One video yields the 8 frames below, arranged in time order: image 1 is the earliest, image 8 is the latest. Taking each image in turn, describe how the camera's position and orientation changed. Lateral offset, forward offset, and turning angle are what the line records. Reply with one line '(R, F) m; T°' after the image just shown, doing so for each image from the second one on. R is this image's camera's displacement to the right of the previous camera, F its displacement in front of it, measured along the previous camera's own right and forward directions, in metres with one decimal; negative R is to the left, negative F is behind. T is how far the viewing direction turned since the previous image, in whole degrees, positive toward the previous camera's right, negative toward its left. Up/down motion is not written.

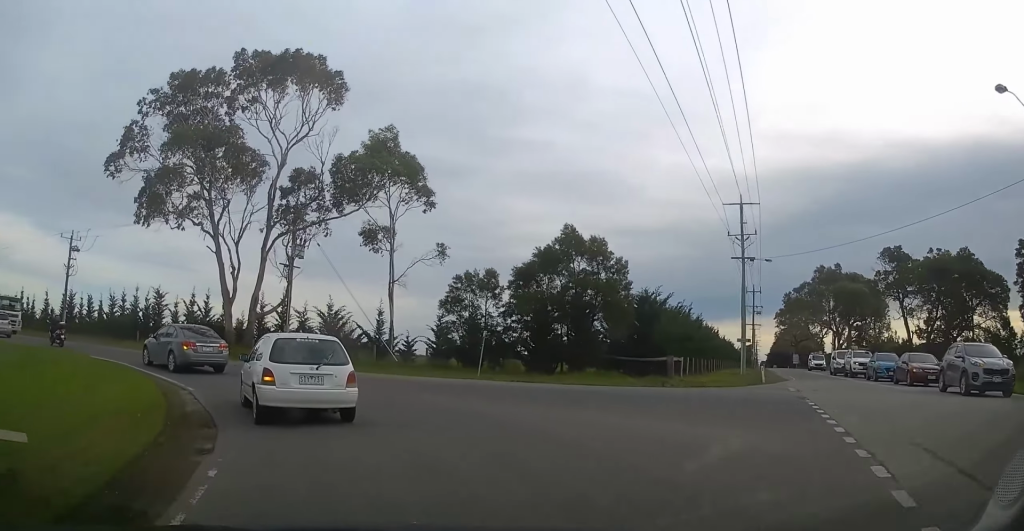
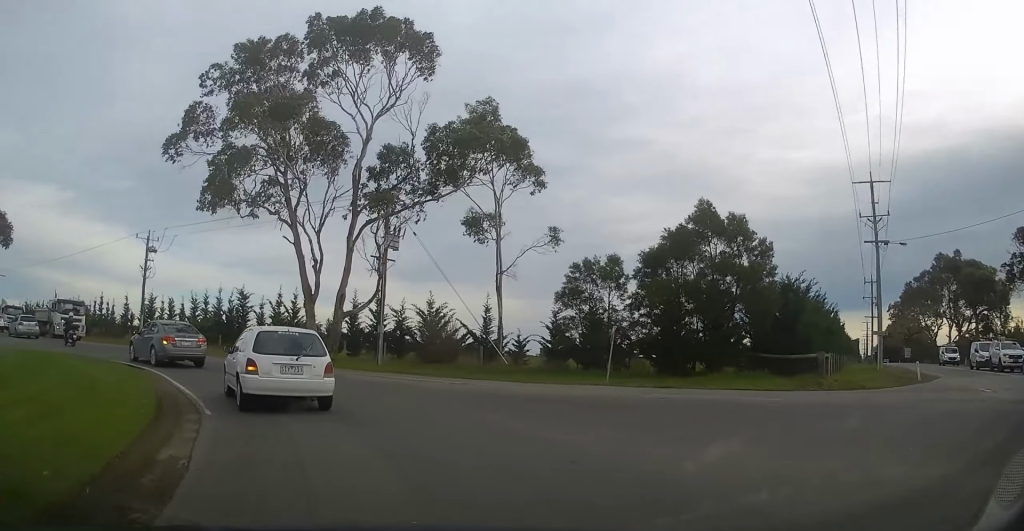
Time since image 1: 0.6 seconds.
(-0.5, +5.2) m; -11°
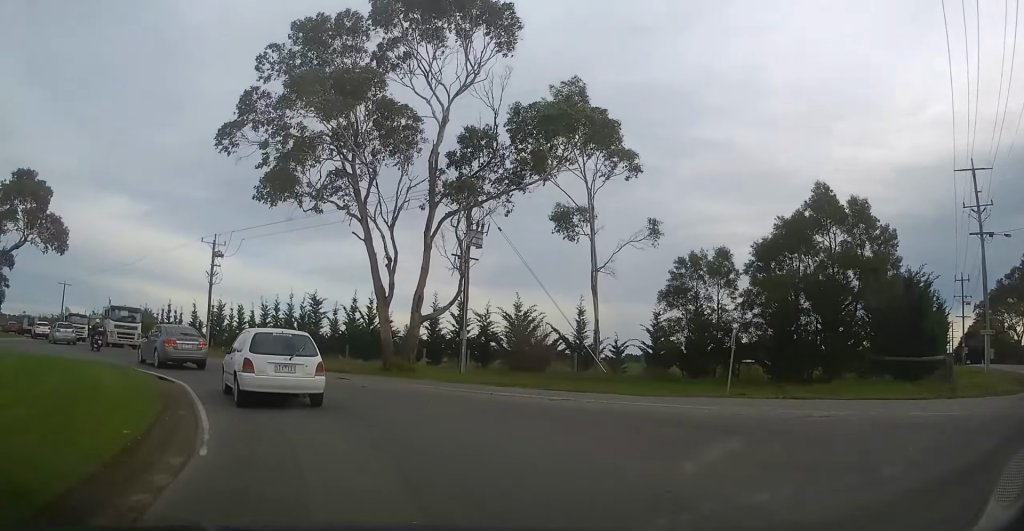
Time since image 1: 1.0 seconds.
(0.0, +3.6) m; -9°
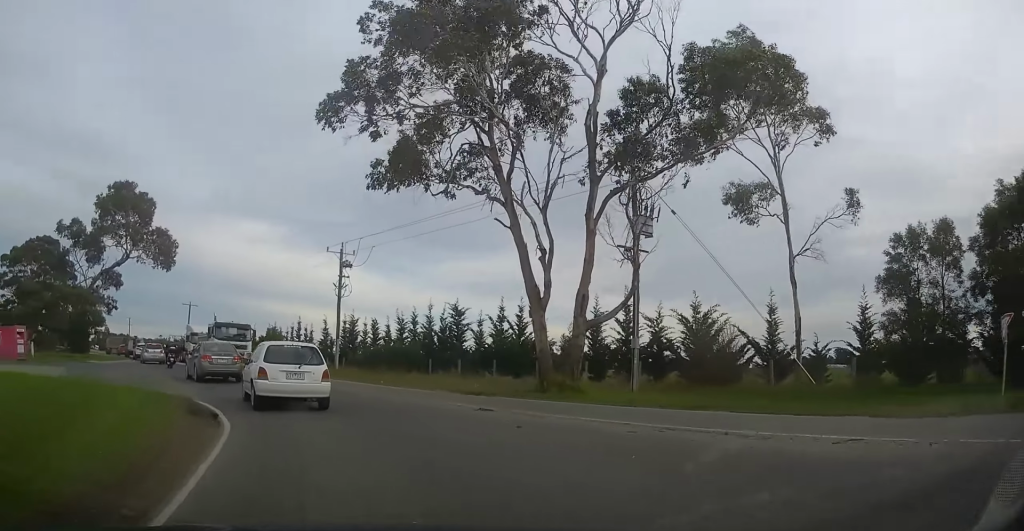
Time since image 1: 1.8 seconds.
(-1.1, +6.2) m; -14°
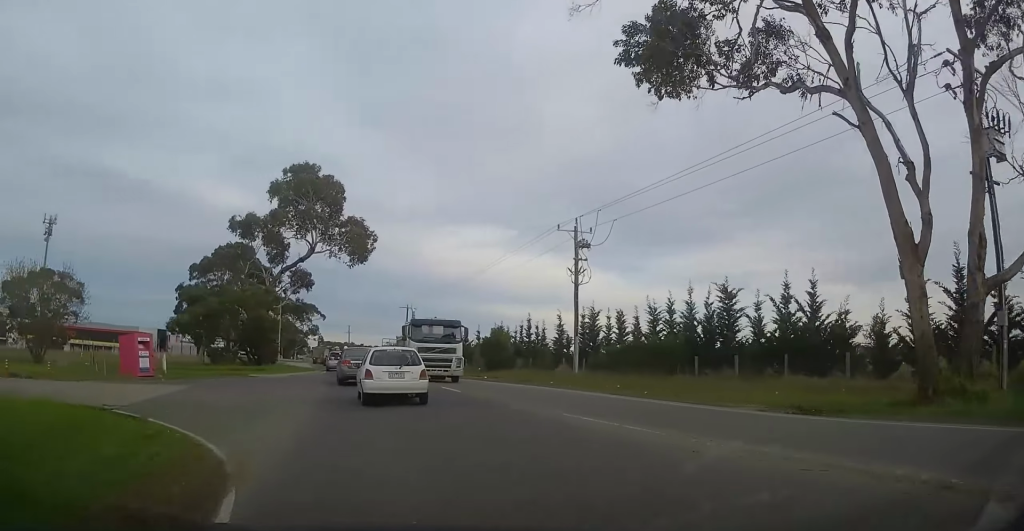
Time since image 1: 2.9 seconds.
(-1.6, +9.9) m; -16°
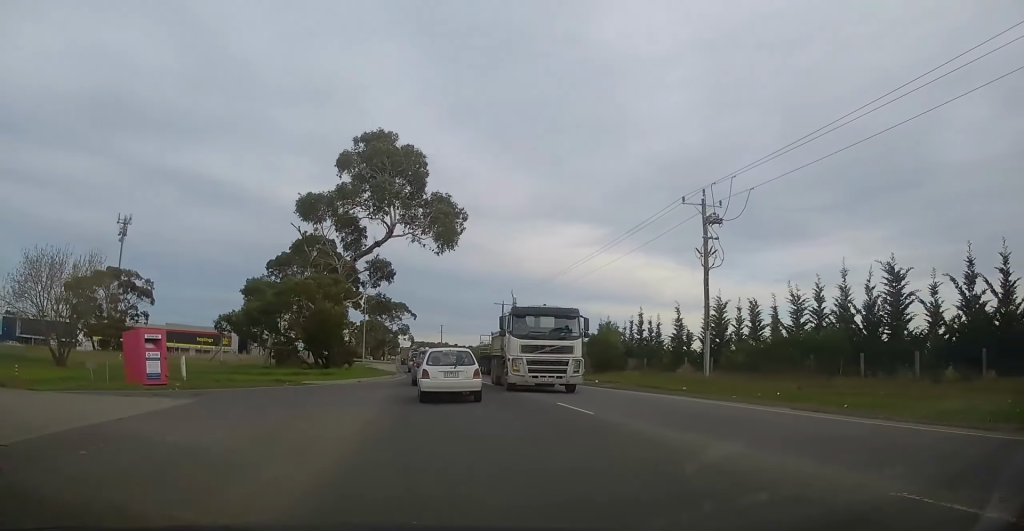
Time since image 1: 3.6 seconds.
(-0.6, +7.5) m; -8°
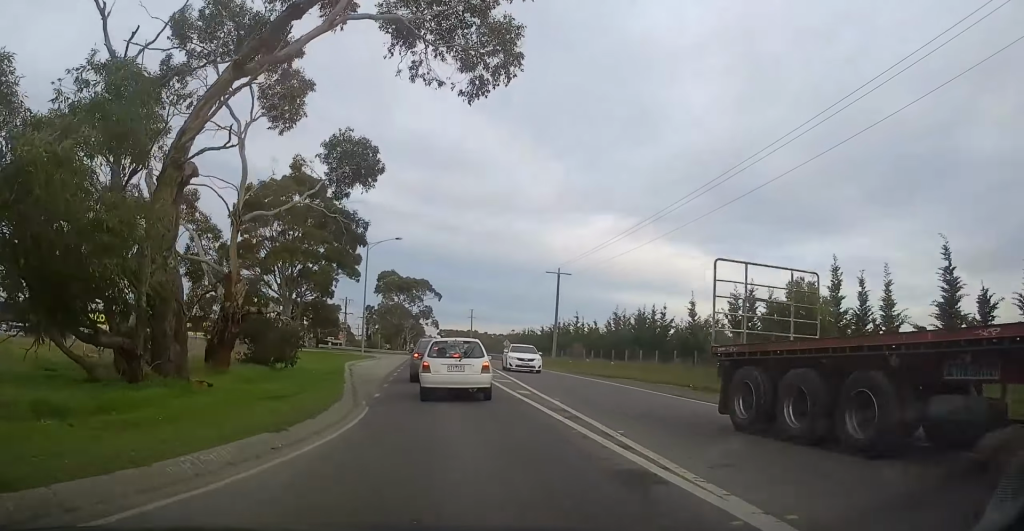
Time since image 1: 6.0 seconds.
(-3.3, +26.9) m; -6°
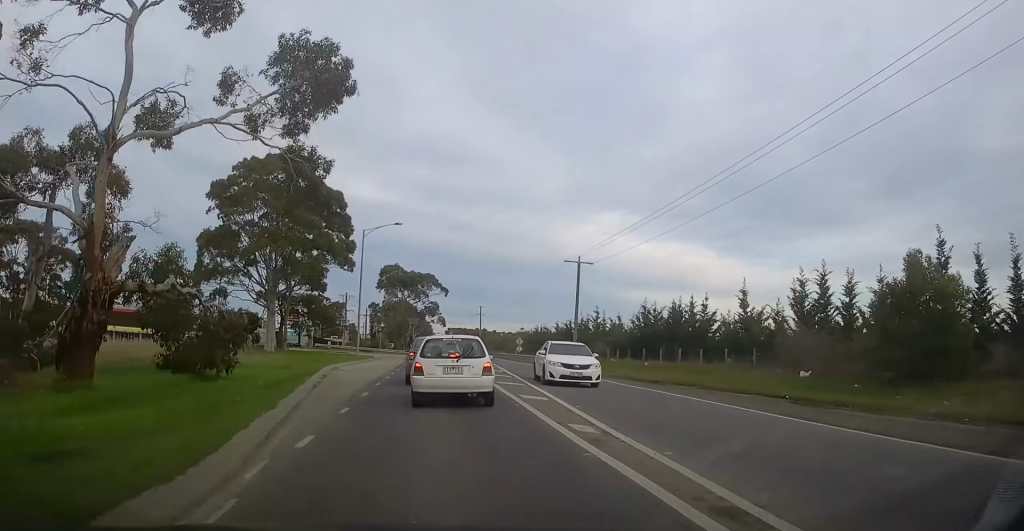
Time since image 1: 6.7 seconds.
(+0.3, +8.1) m; -1°
